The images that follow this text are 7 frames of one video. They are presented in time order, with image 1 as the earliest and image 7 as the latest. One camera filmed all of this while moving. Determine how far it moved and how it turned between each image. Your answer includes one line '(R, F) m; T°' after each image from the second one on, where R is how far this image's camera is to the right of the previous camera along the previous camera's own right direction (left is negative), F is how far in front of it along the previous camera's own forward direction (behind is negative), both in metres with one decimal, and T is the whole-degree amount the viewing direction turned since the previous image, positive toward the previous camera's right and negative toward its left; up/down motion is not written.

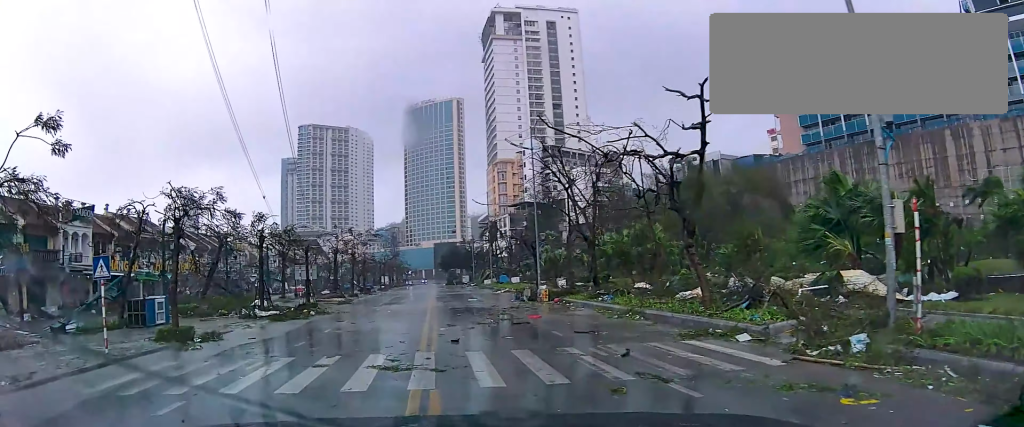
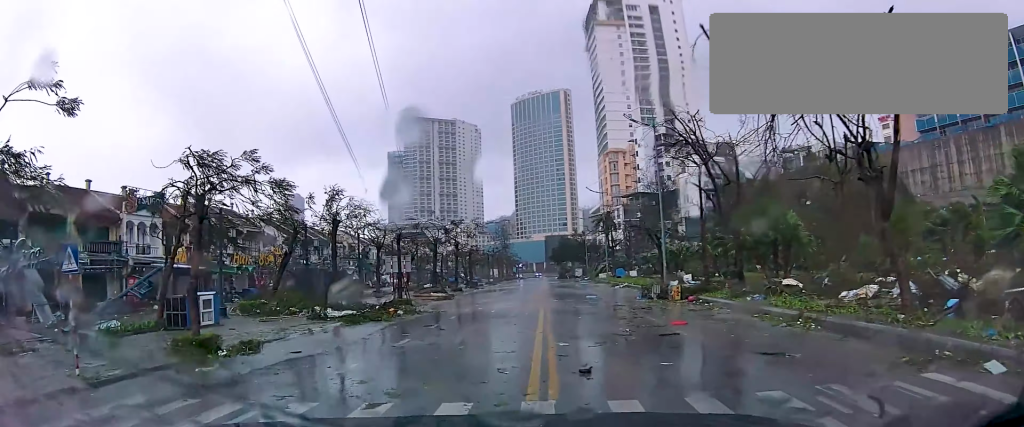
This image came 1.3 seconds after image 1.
(-0.2, +5.0) m; -2°
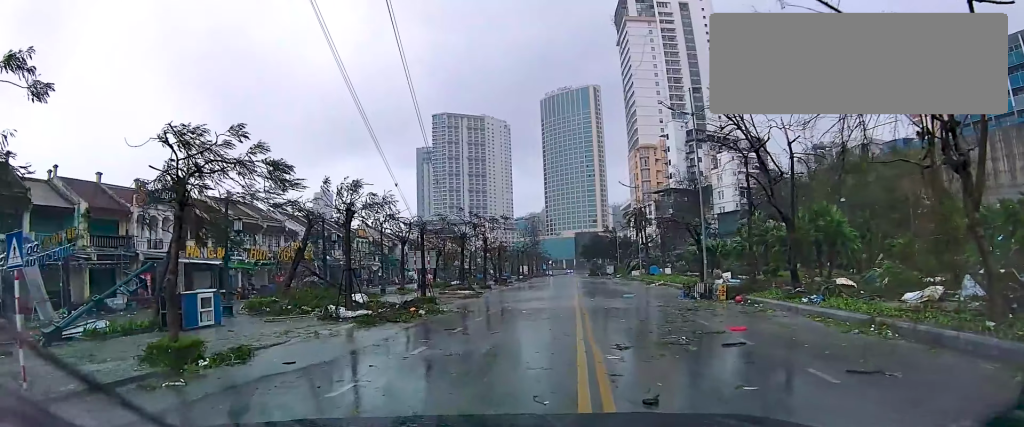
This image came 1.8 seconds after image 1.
(0.0, +2.2) m; 0°
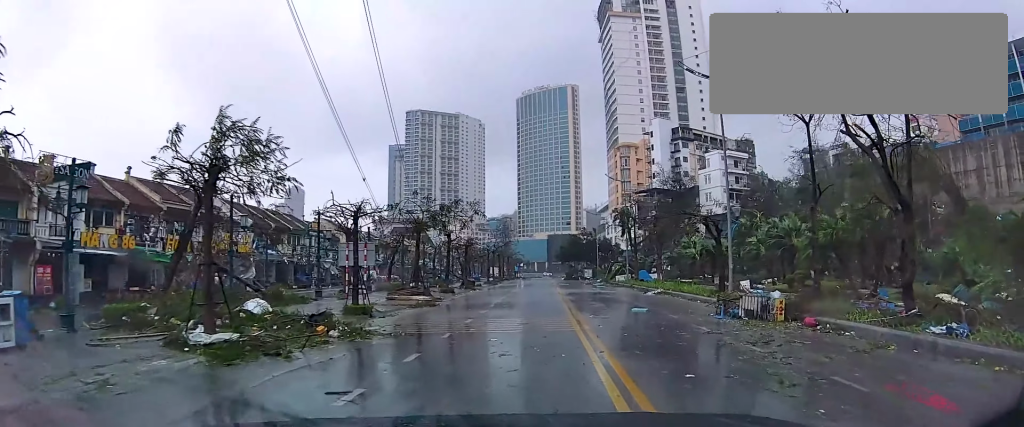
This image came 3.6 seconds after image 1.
(+0.4, +8.5) m; +6°
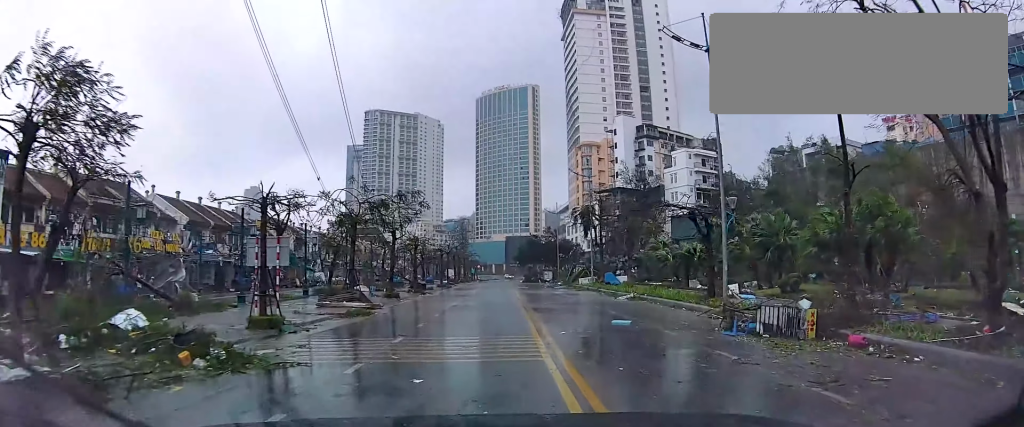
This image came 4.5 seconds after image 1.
(+0.2, +4.9) m; +3°
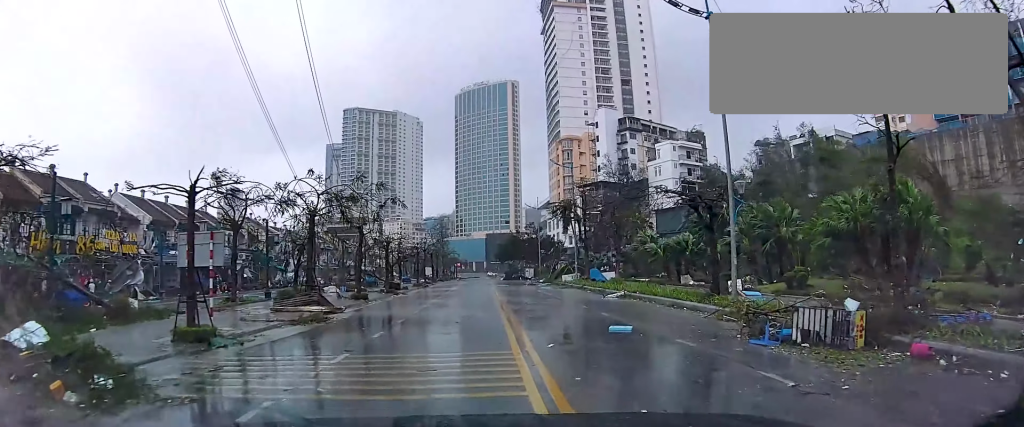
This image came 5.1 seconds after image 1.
(+0.1, +3.3) m; +1°
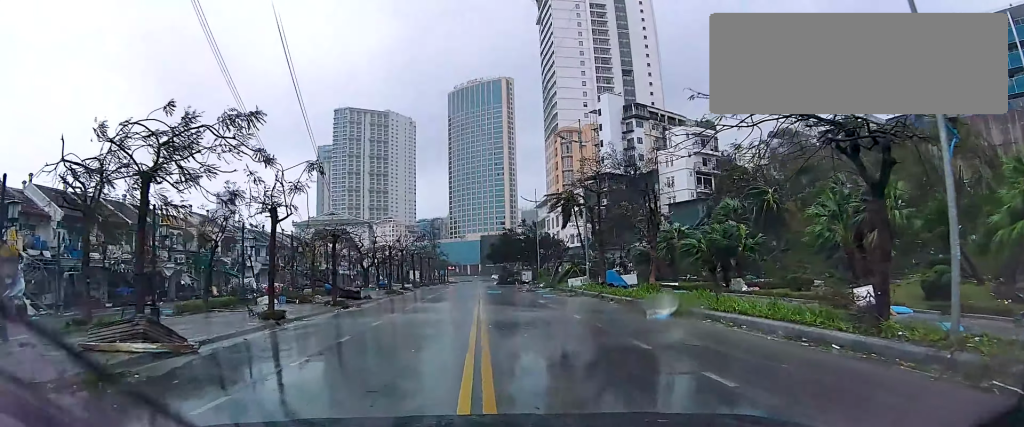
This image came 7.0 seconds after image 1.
(+0.5, +12.9) m; +3°
